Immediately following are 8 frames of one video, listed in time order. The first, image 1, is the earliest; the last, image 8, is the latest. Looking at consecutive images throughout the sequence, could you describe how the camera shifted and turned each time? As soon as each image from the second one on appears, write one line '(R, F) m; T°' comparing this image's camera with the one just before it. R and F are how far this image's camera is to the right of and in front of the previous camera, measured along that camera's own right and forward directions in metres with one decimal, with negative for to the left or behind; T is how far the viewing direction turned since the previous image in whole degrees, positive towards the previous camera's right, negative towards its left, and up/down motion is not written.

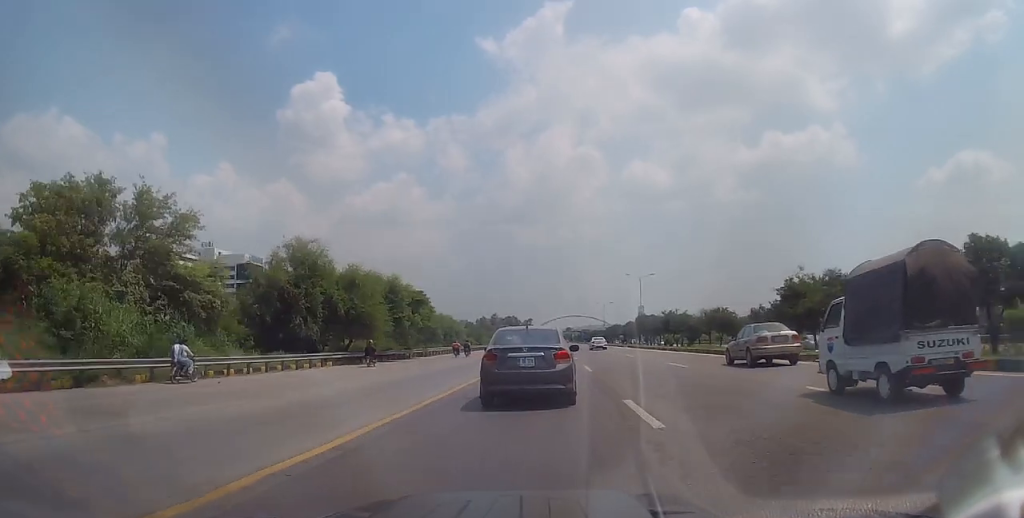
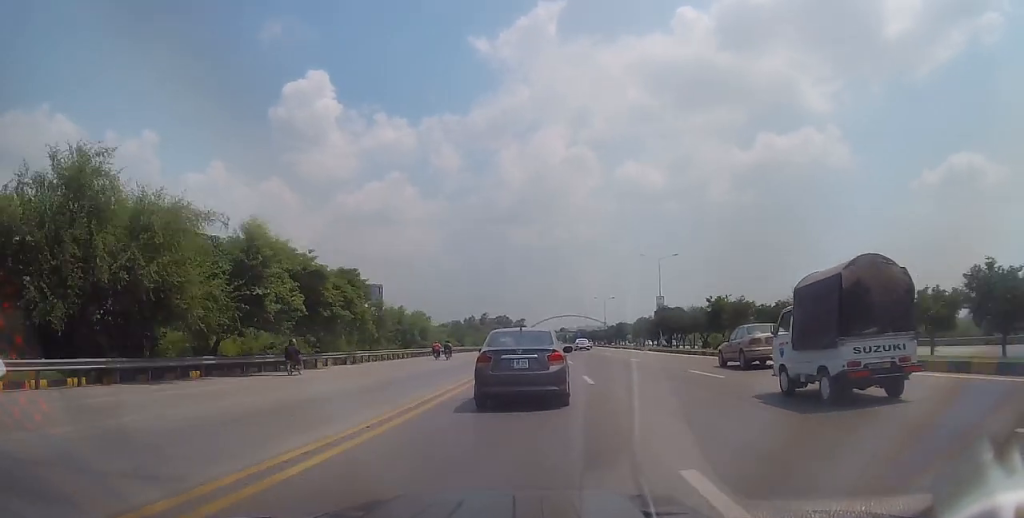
(+0.2, +22.5) m; +1°
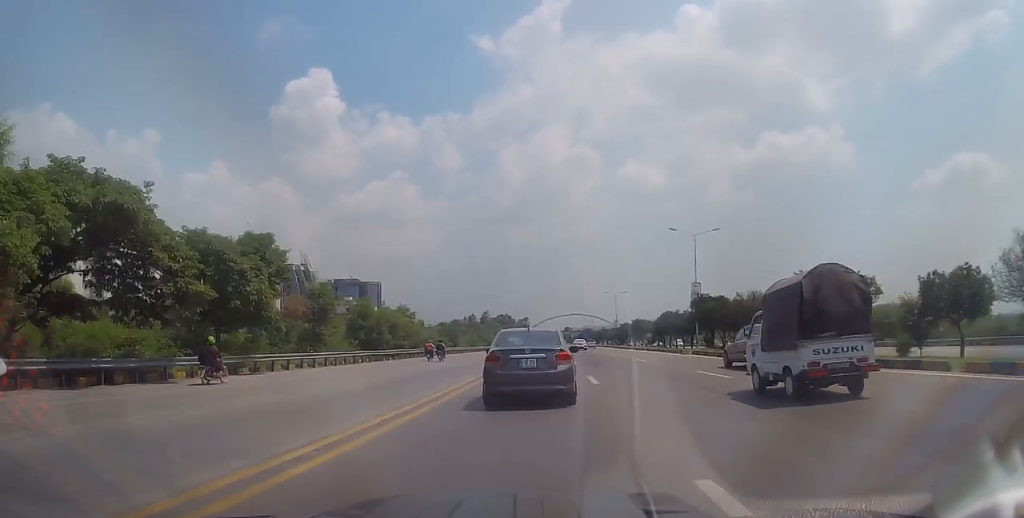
(0.0, +16.2) m; +1°
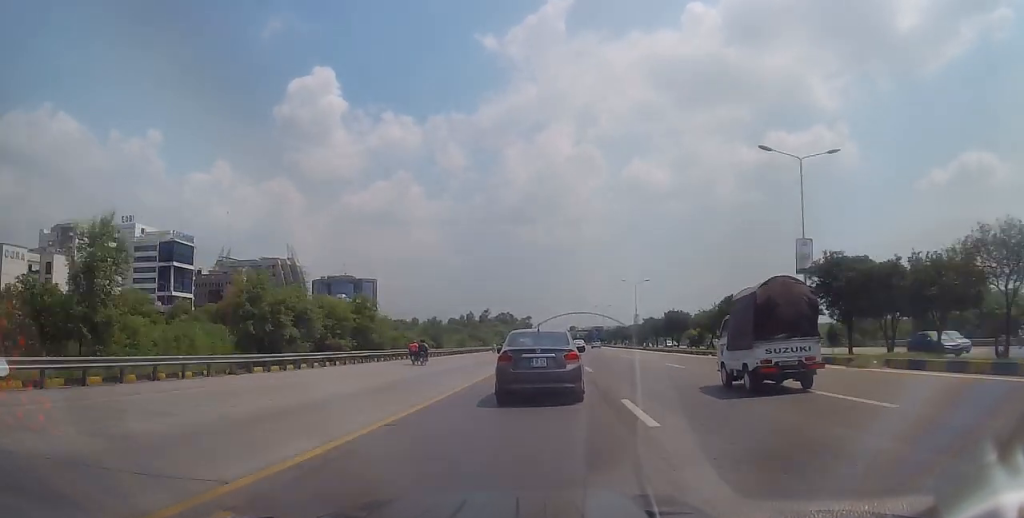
(+0.1, +24.2) m; 0°
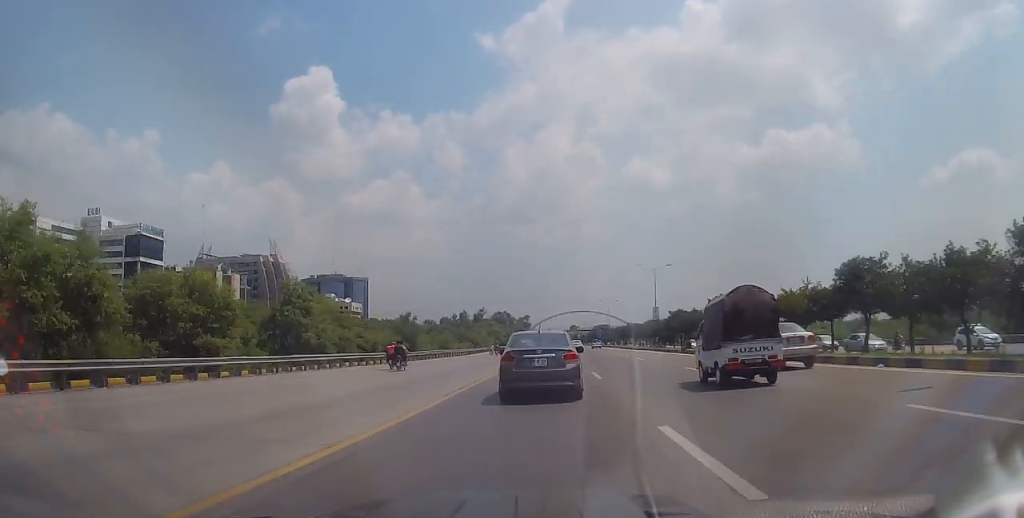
(0.0, +20.3) m; 0°
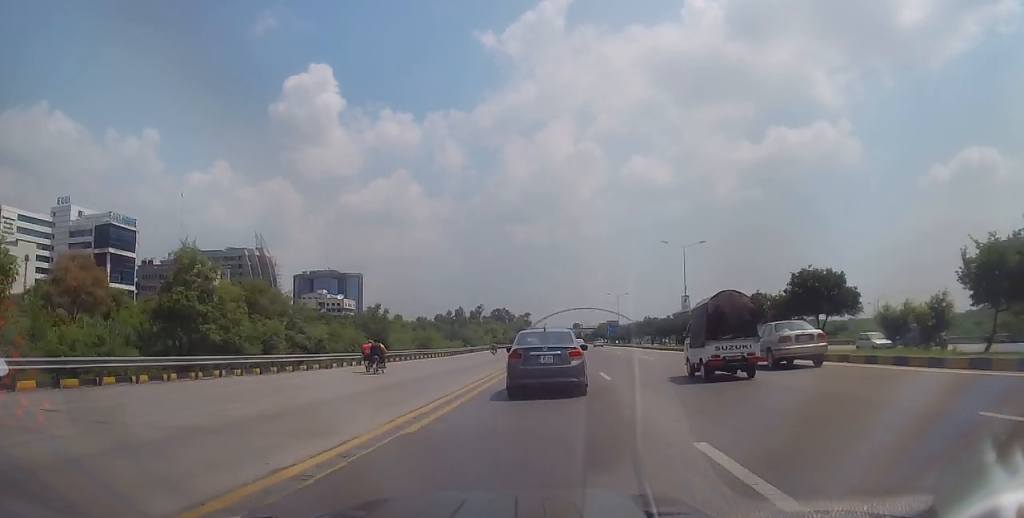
(-0.2, +17.5) m; -1°
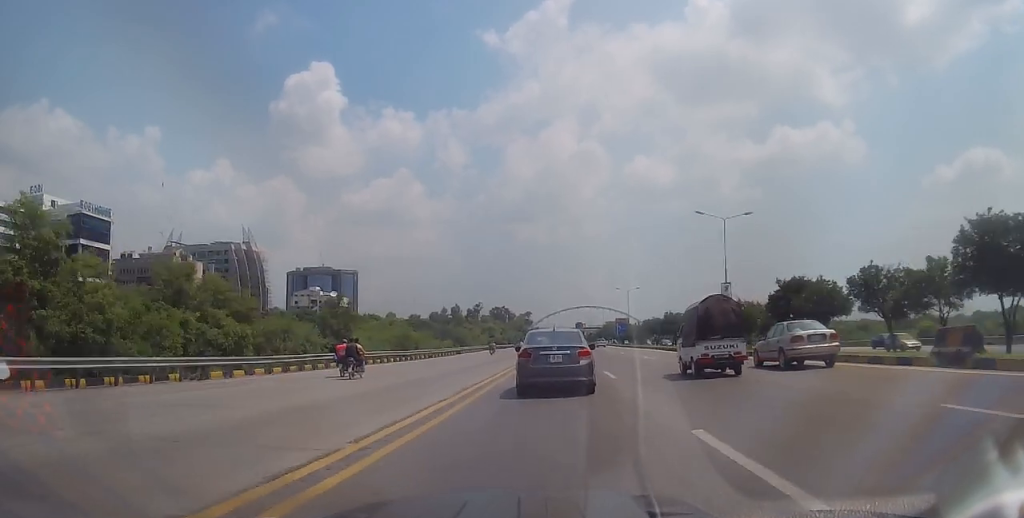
(-0.2, +14.7) m; 0°
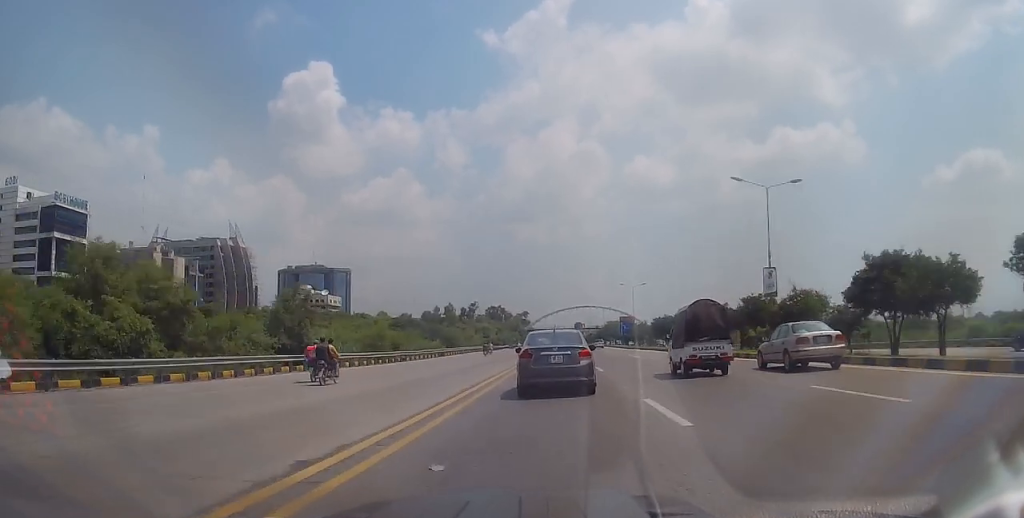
(0.0, +10.8) m; +1°
